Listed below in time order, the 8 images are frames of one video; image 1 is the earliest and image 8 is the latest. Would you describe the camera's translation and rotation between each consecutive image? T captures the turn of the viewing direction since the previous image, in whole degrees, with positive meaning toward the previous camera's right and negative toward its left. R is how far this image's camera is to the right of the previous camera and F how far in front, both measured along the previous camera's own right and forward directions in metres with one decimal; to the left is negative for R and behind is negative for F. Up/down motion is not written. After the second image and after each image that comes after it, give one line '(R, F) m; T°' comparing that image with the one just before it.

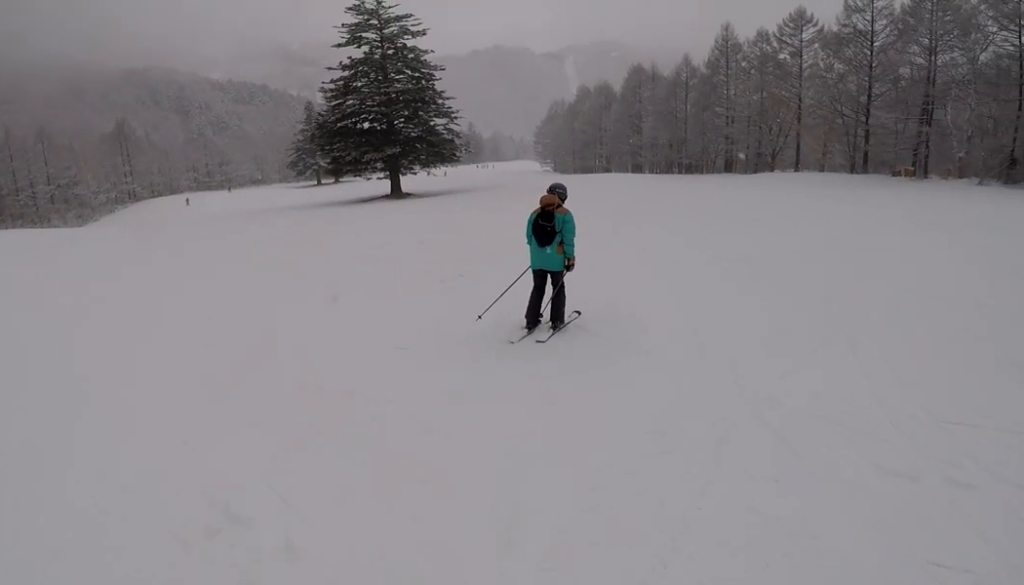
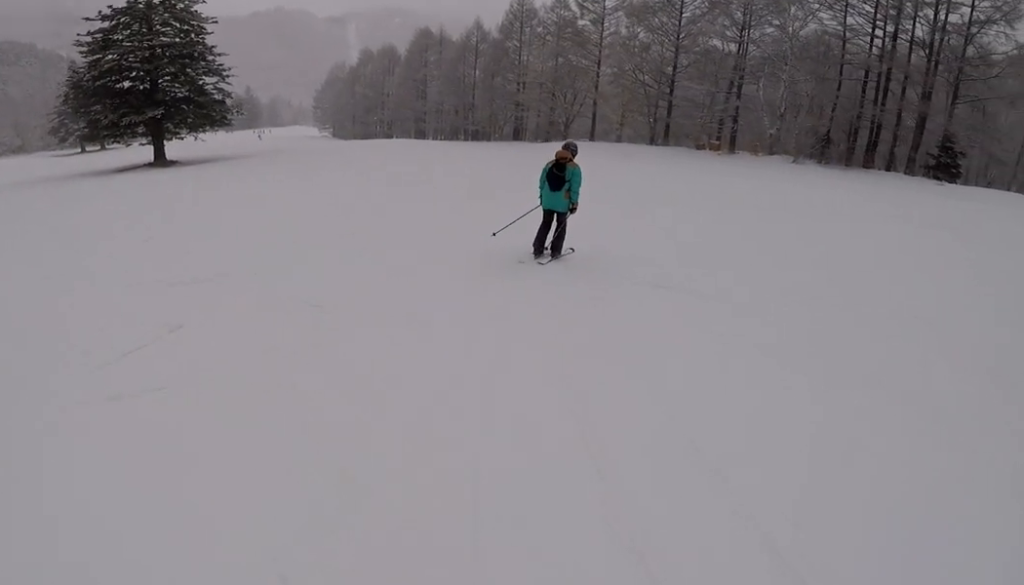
(0.0, +6.1) m; +3°
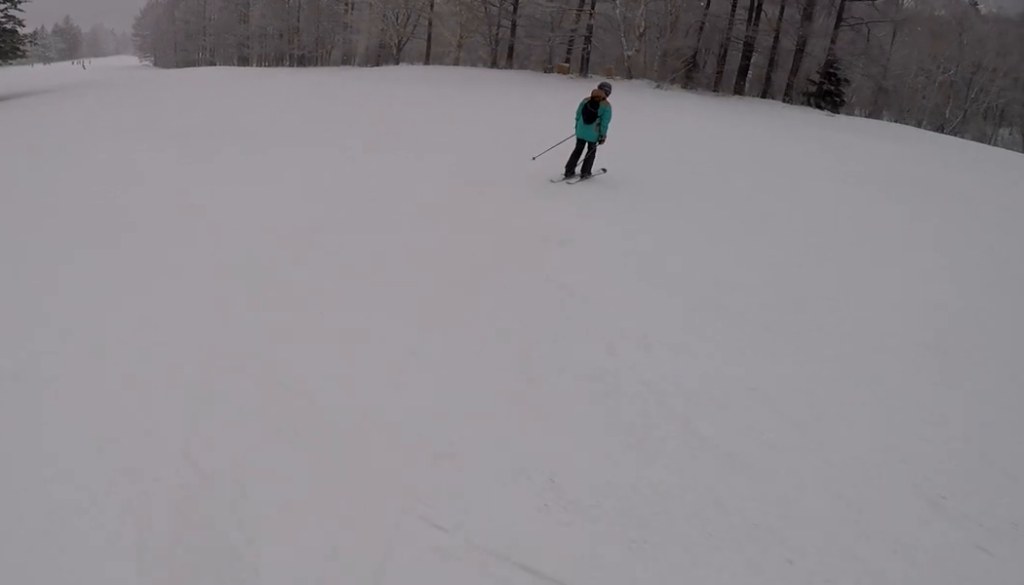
(+1.2, +6.5) m; +22°
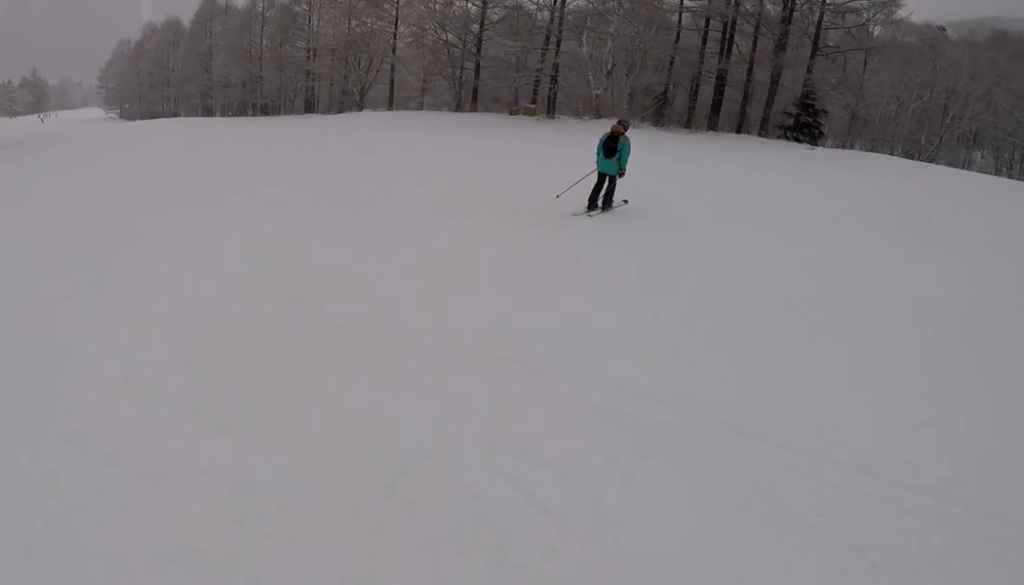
(+0.3, +2.5) m; +6°
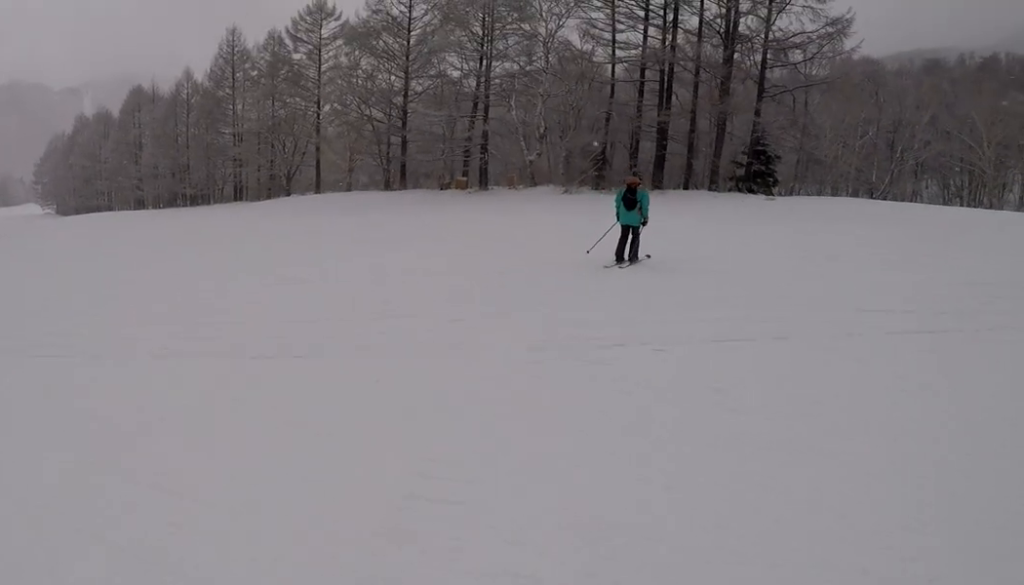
(0.0, +4.4) m; +7°
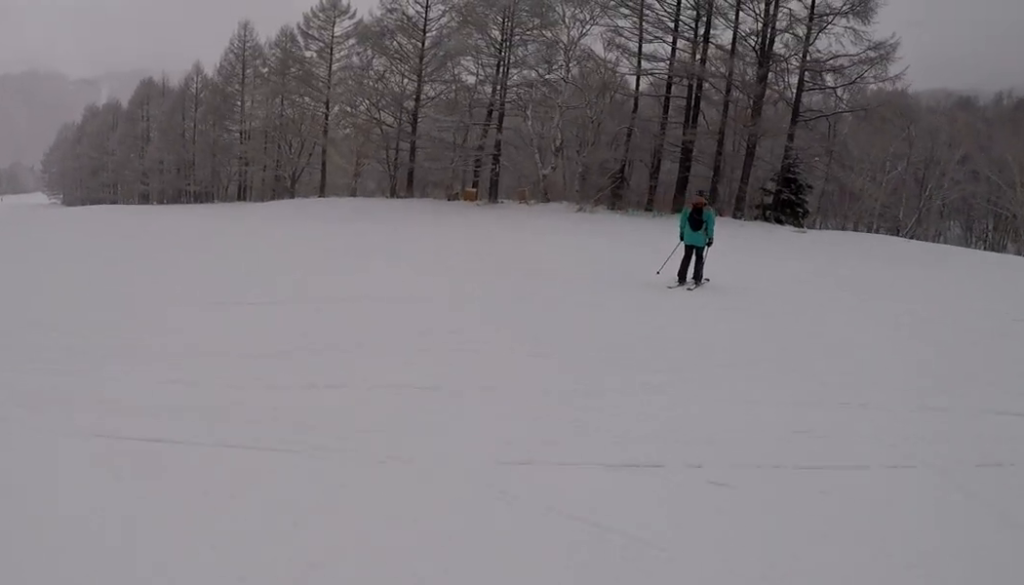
(+0.2, +2.5) m; +1°
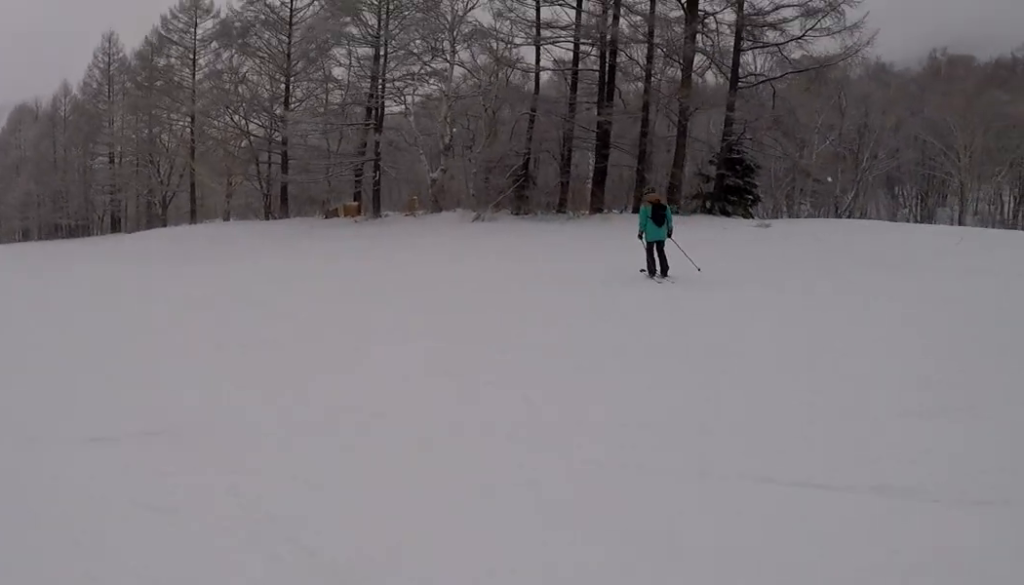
(-0.1, +7.4) m; 0°
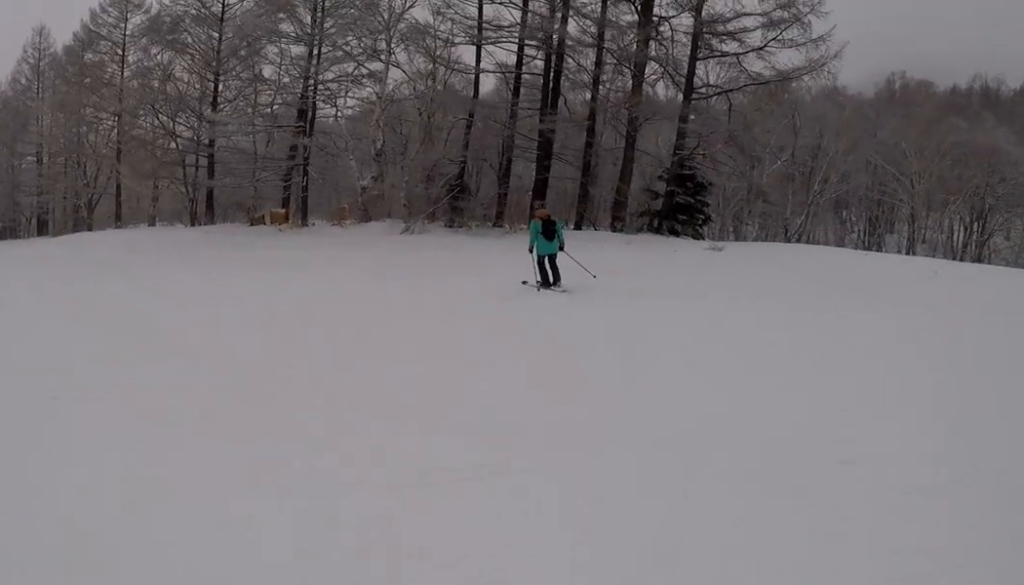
(+0.1, +2.2) m; +3°
